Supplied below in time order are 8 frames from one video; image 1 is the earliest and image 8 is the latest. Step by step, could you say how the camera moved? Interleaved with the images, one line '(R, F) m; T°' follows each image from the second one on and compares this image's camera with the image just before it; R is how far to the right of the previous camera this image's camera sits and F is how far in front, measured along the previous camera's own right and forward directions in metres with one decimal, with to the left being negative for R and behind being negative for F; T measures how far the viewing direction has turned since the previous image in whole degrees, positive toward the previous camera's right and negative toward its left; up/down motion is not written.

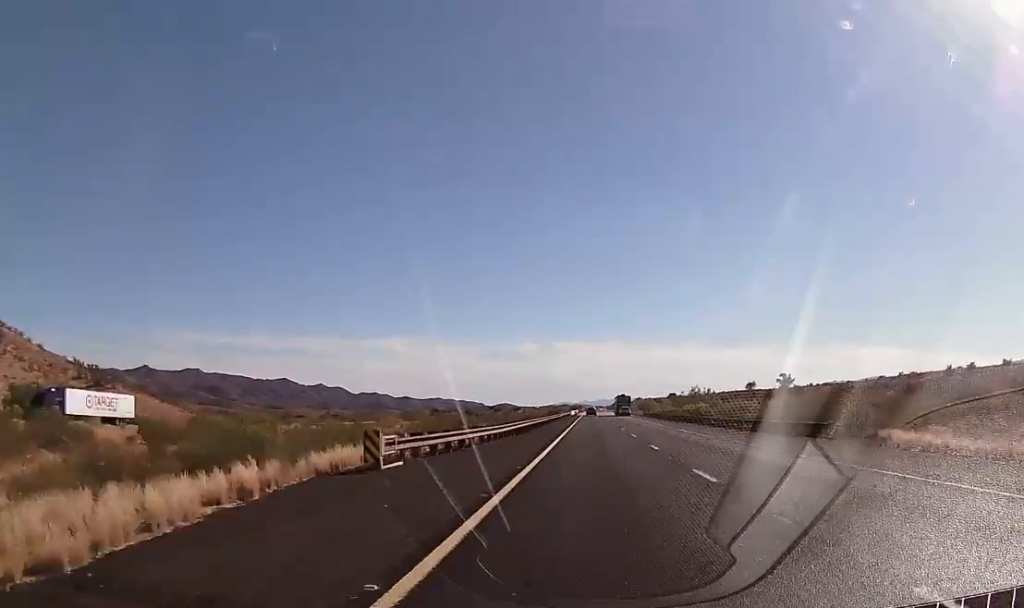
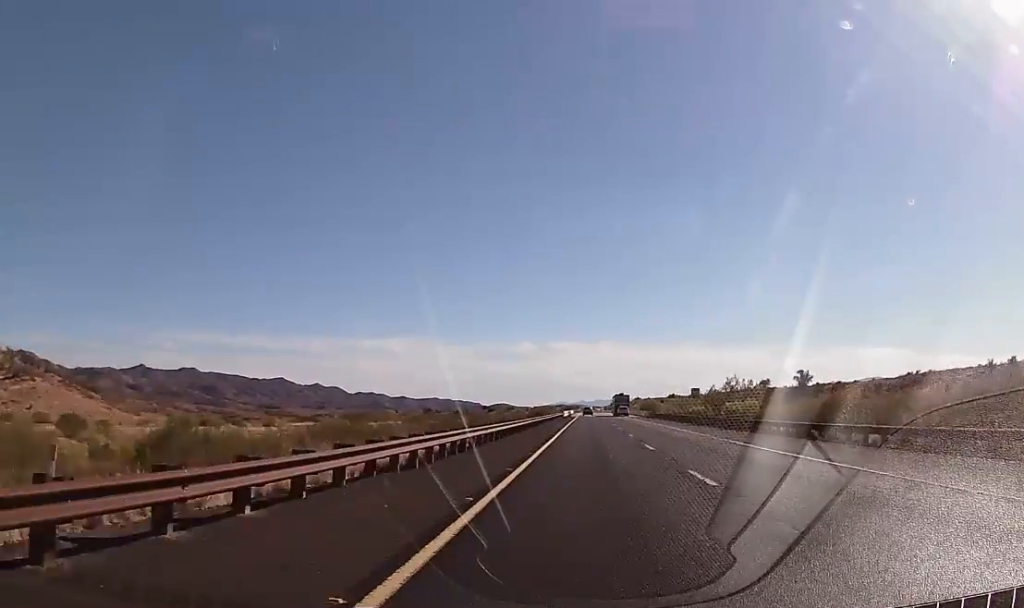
(+0.2, +25.1) m; 0°
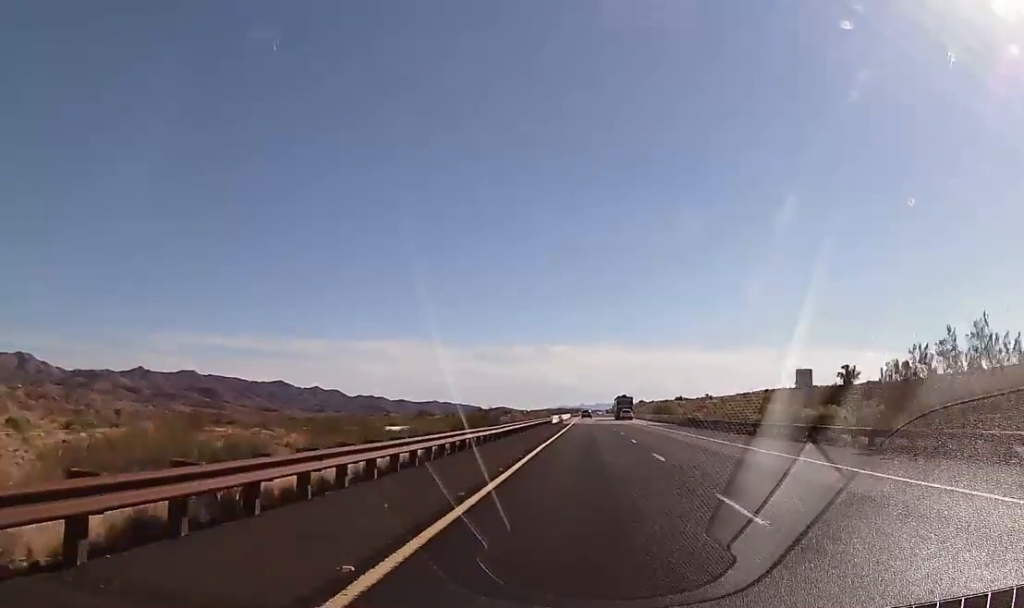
(-0.4, +41.5) m; 0°
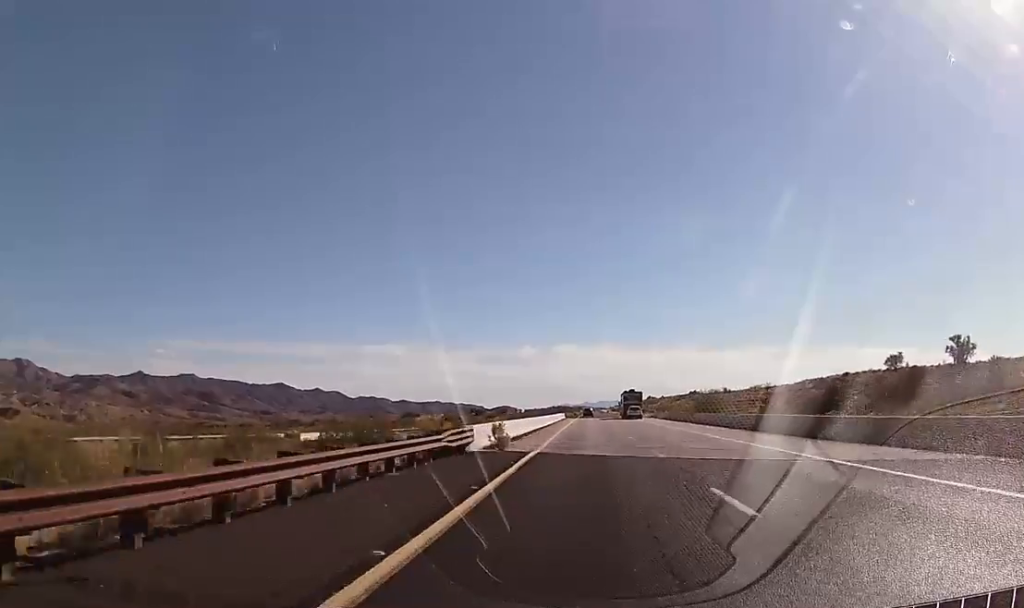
(+0.6, +60.4) m; +1°
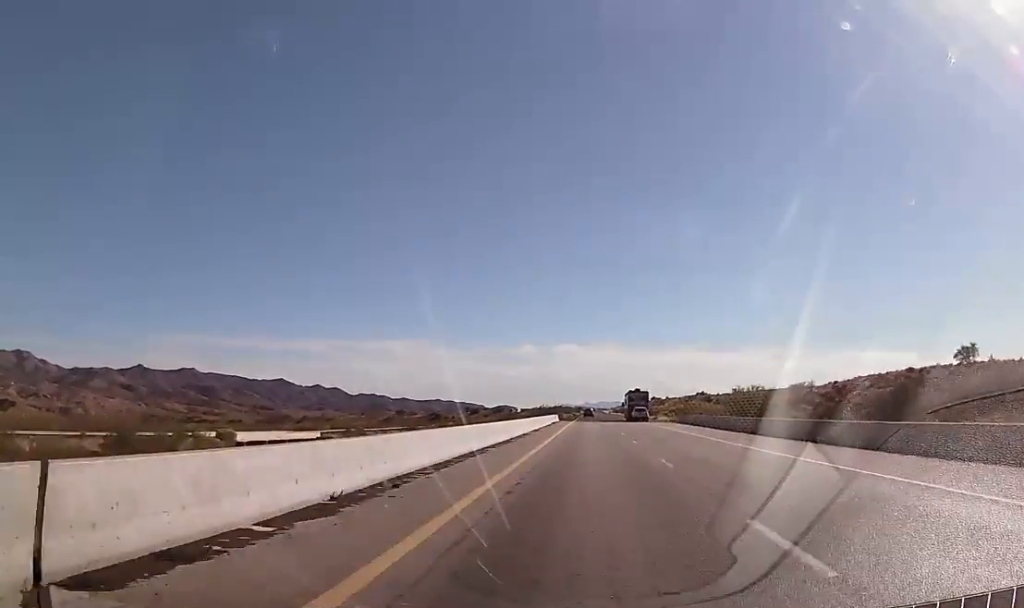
(-0.1, +27.7) m; 0°
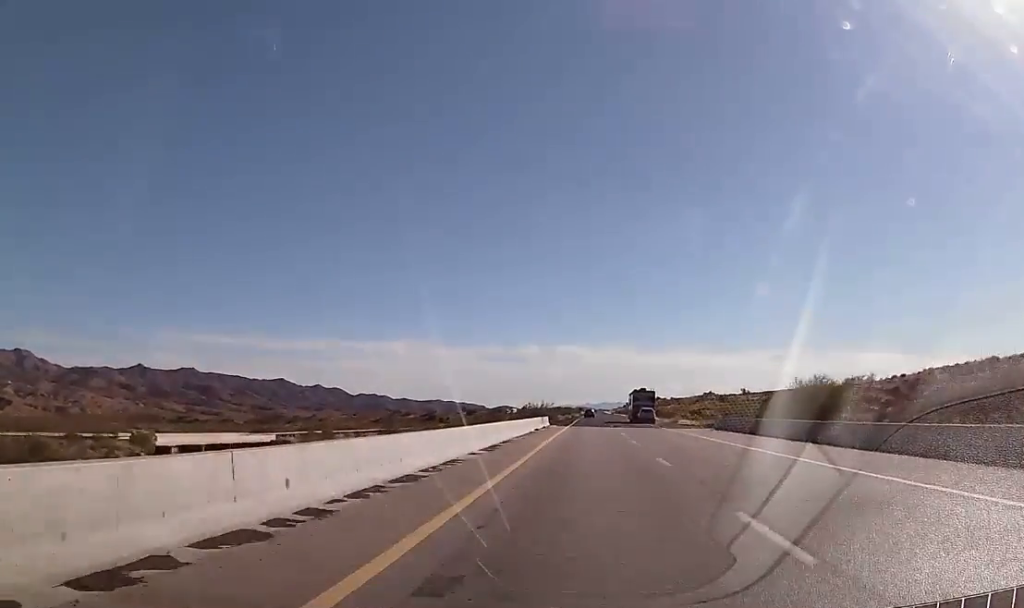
(-0.1, +25.2) m; 0°
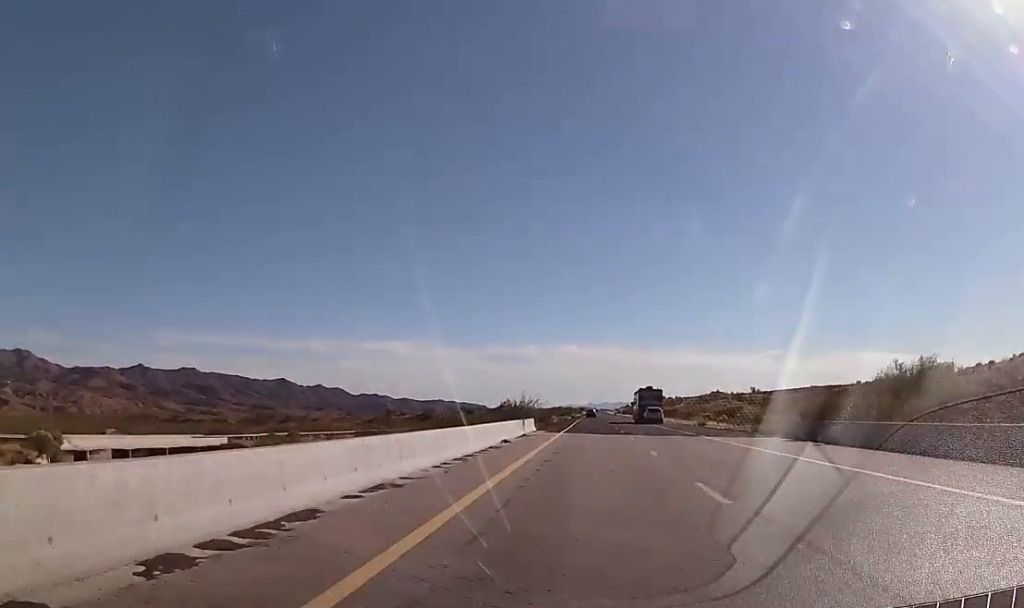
(0.0, +20.1) m; 0°
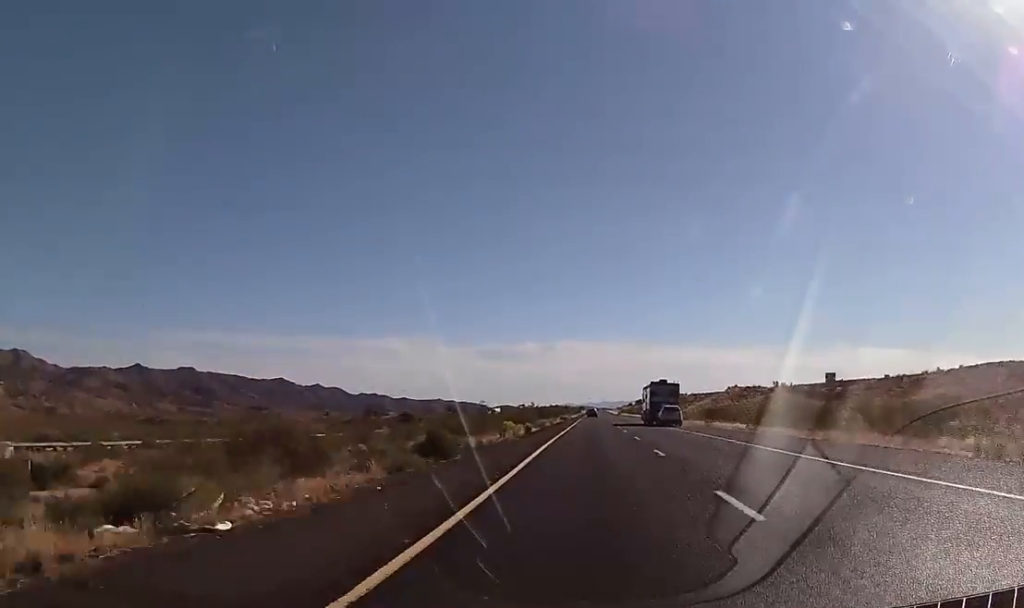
(0.0, +50.3) m; 0°
